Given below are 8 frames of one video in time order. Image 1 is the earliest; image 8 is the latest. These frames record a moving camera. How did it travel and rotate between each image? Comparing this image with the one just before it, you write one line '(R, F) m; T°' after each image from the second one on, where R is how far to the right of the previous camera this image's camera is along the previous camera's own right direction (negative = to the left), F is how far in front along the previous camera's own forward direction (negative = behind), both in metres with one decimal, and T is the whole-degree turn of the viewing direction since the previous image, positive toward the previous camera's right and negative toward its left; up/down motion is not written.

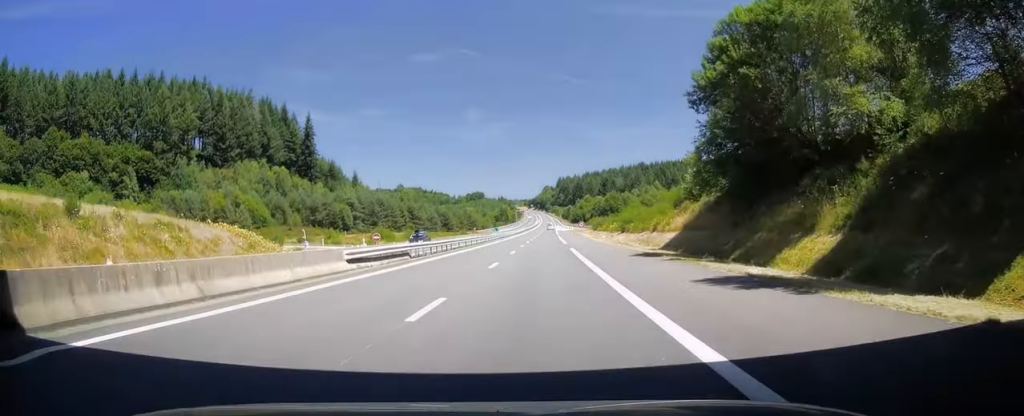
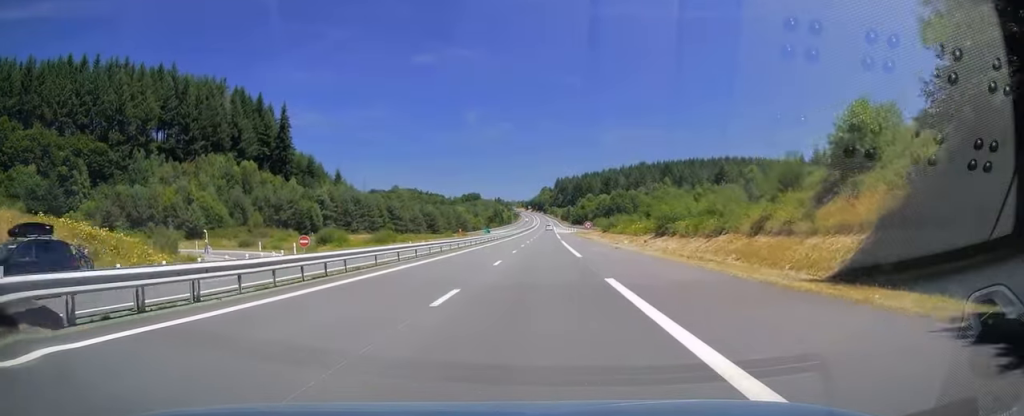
(+0.1, +24.1) m; 0°
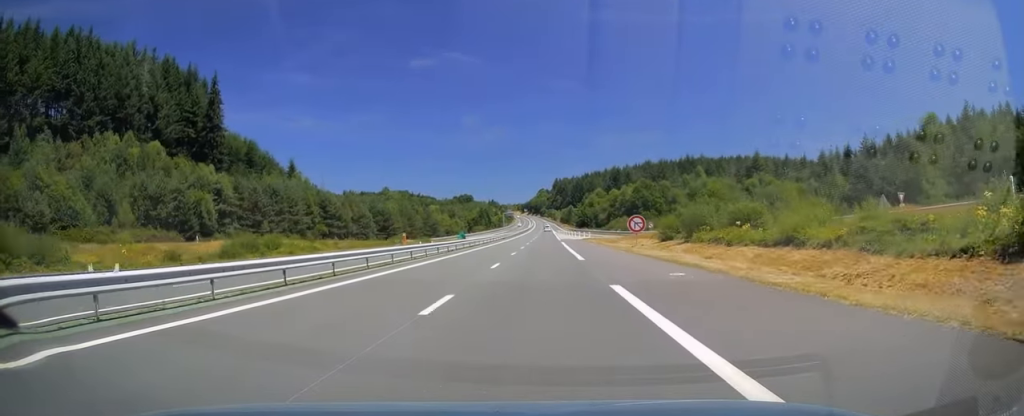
(-0.1, +53.2) m; 0°
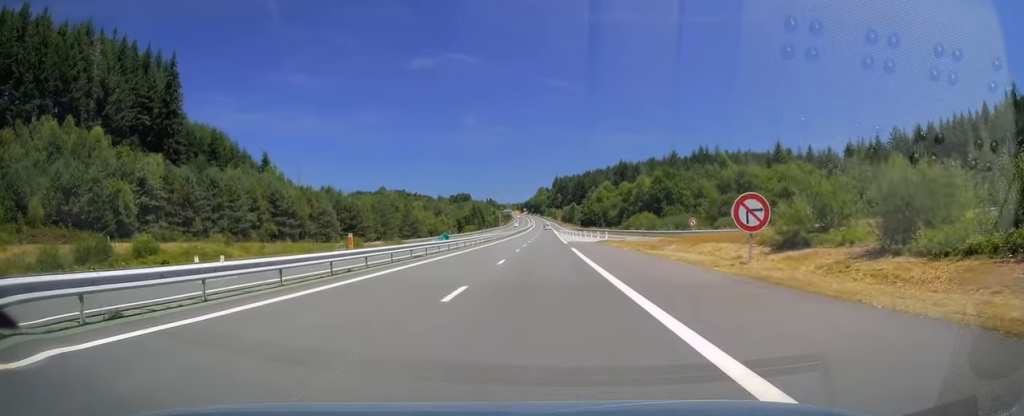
(+0.3, +24.4) m; 0°
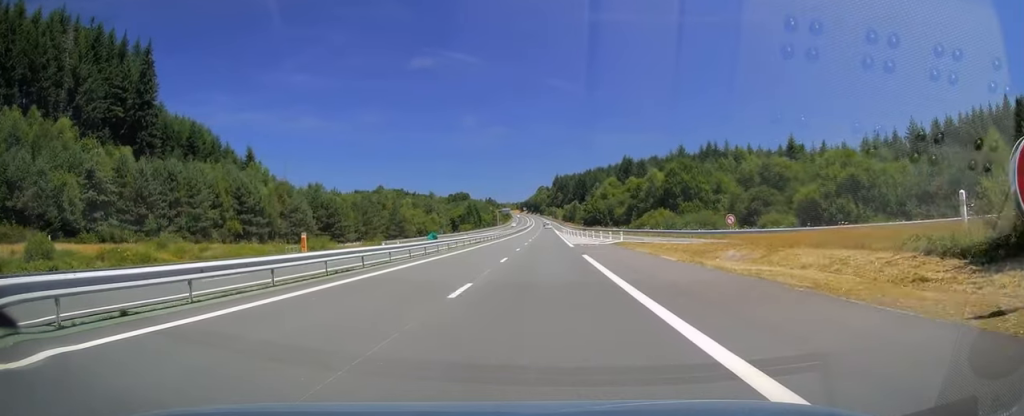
(0.0, +12.7) m; 0°
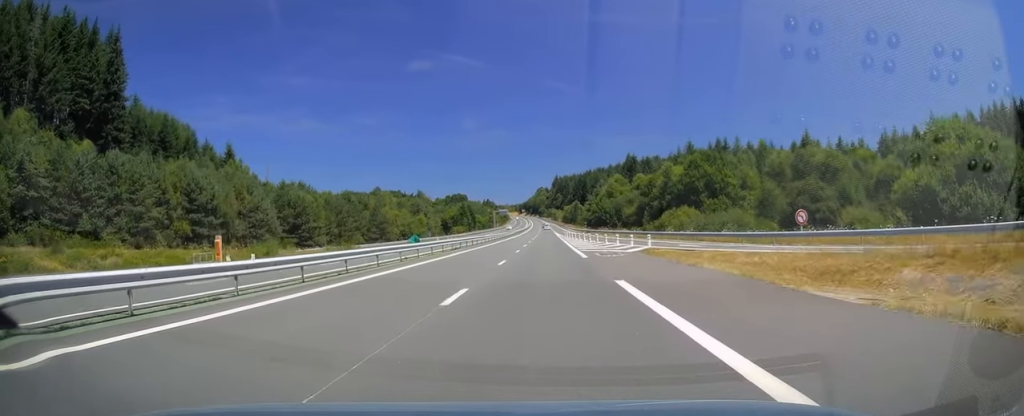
(0.0, +14.1) m; 0°
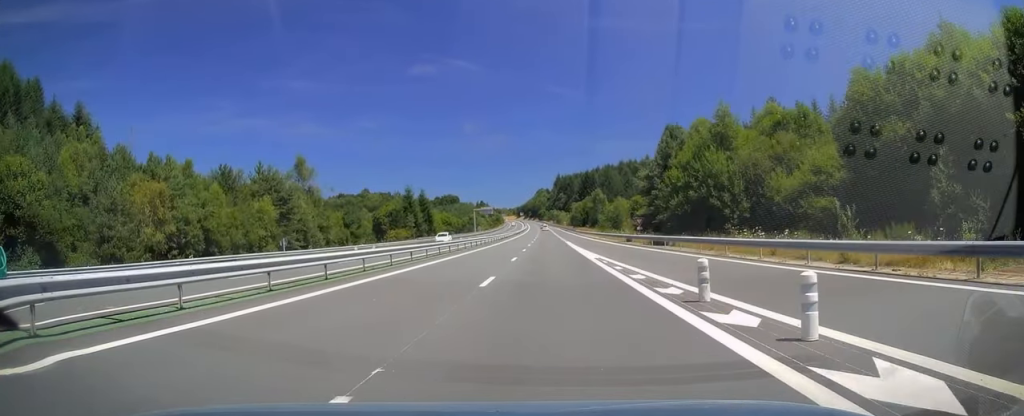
(-0.8, +74.9) m; 0°
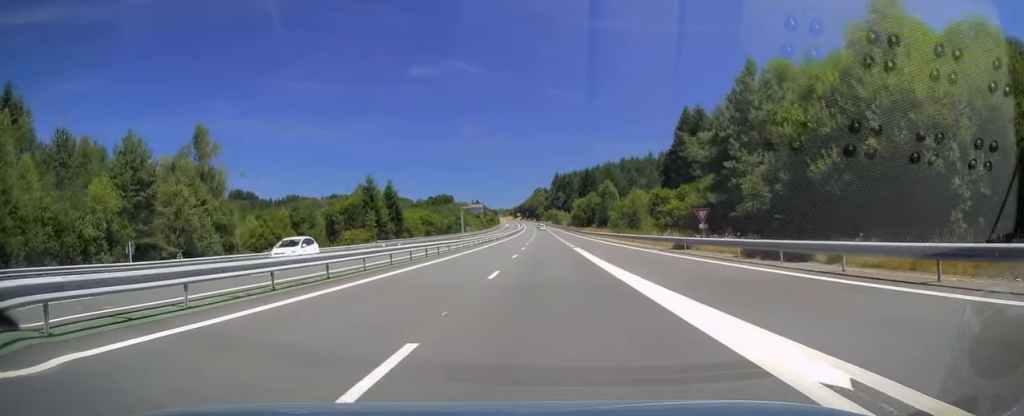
(+0.5, +23.7) m; +1°
